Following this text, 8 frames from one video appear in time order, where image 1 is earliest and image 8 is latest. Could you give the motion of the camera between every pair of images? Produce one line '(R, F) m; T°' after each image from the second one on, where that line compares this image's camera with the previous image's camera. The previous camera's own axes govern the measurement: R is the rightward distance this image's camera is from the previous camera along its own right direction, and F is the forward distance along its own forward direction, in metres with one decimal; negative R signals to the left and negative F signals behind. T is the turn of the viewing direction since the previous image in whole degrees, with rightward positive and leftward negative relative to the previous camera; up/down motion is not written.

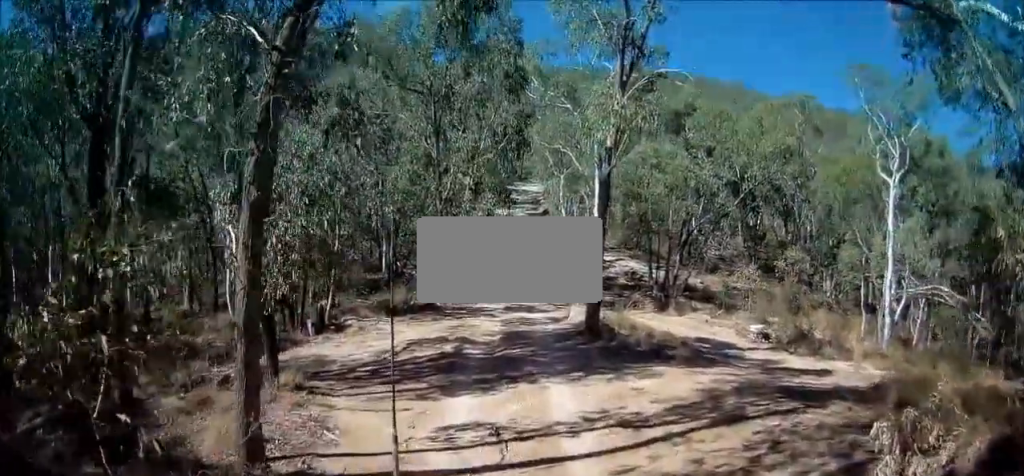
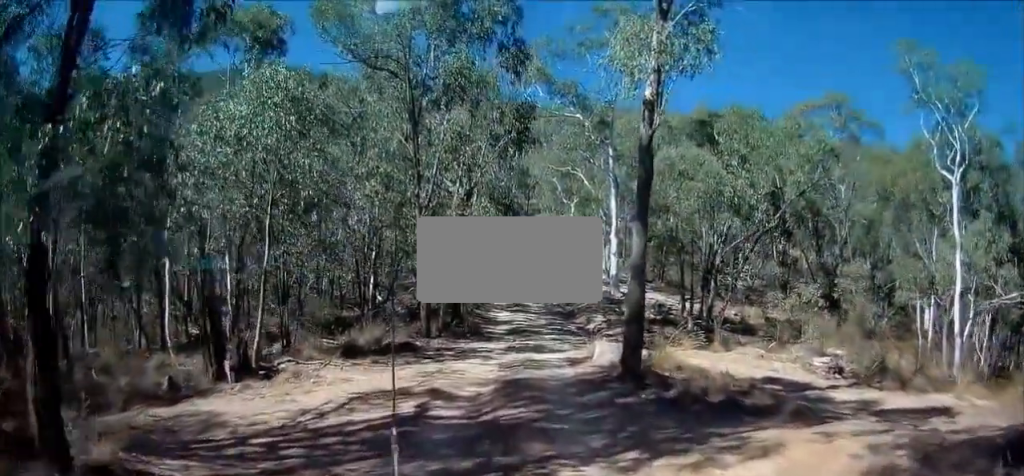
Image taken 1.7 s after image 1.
(-0.2, +5.2) m; +2°
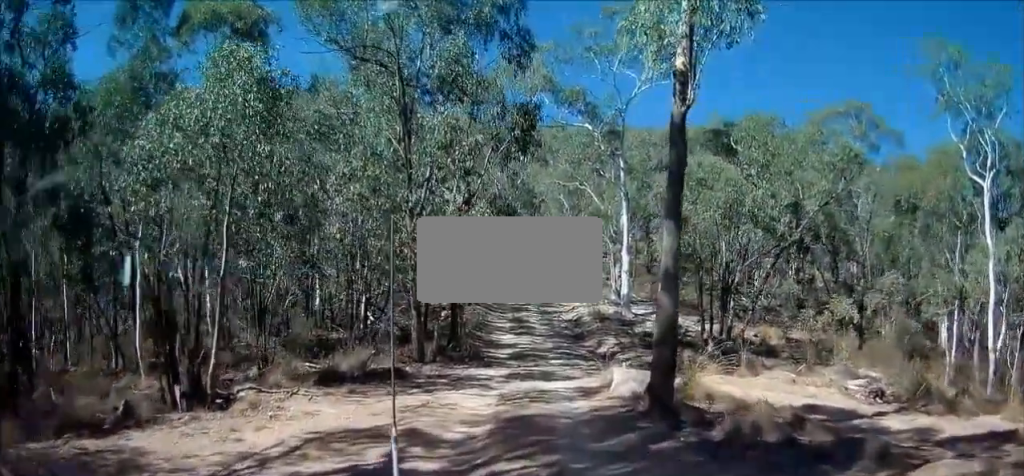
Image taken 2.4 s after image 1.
(+0.1, +2.1) m; +1°
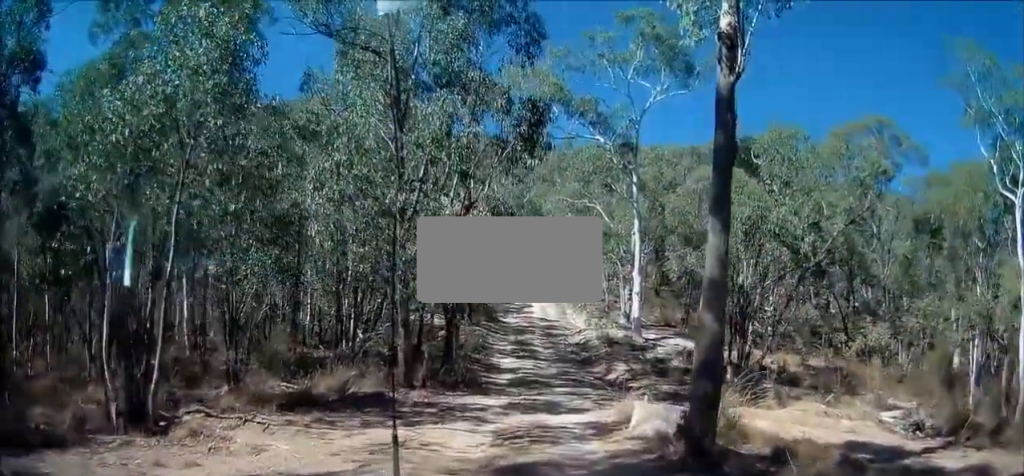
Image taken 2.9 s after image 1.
(0.0, +1.8) m; 0°
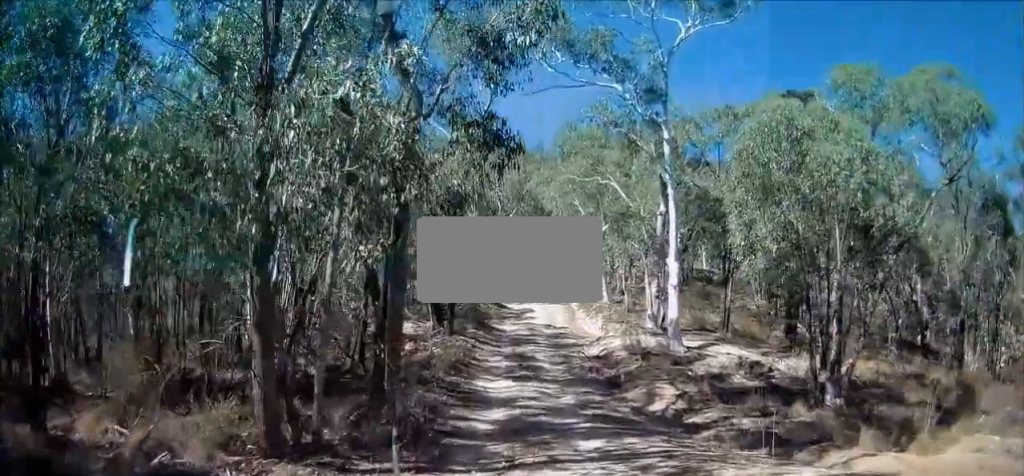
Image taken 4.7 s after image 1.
(0.0, +7.5) m; -1°
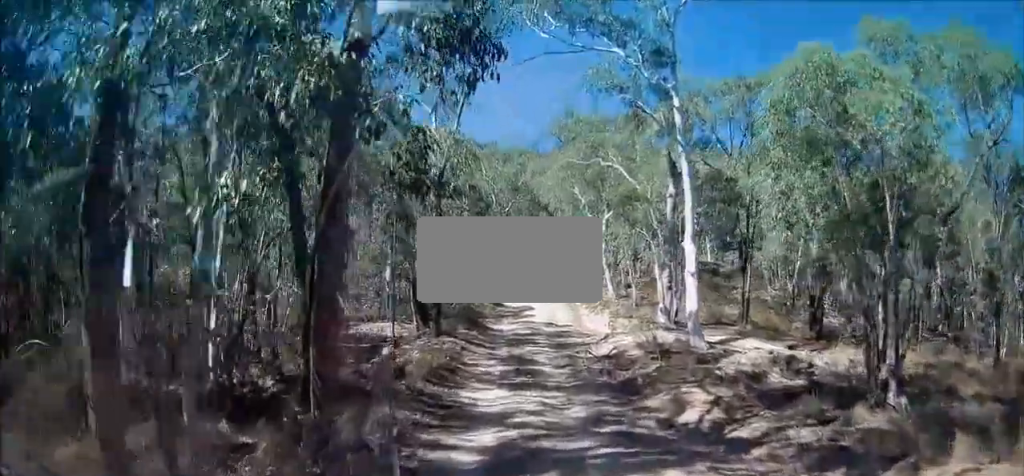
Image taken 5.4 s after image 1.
(-0.1, +3.1) m; -4°
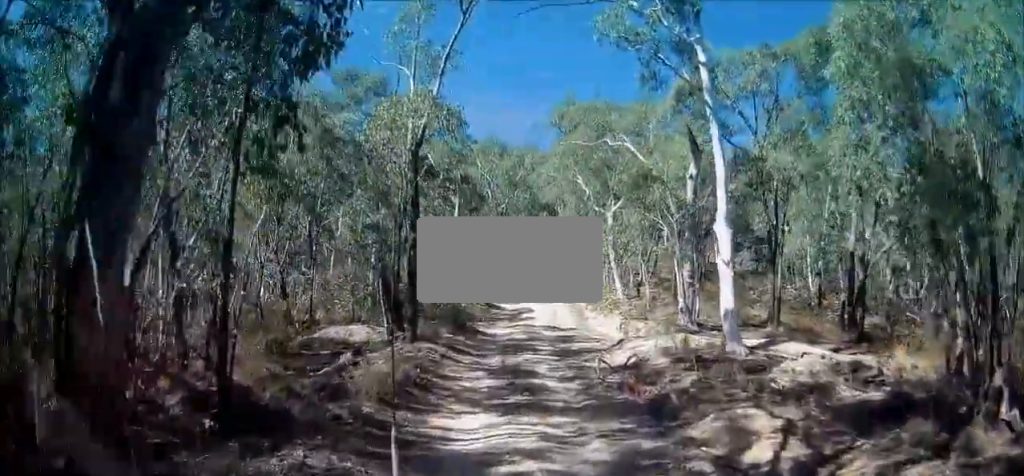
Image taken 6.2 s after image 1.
(-0.2, +3.8) m; -5°
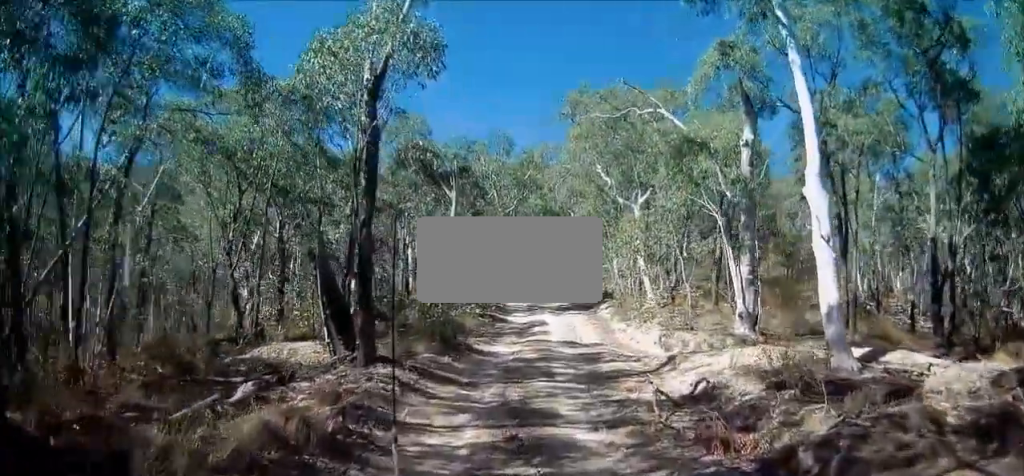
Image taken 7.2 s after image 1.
(-0.4, +5.3) m; -2°
